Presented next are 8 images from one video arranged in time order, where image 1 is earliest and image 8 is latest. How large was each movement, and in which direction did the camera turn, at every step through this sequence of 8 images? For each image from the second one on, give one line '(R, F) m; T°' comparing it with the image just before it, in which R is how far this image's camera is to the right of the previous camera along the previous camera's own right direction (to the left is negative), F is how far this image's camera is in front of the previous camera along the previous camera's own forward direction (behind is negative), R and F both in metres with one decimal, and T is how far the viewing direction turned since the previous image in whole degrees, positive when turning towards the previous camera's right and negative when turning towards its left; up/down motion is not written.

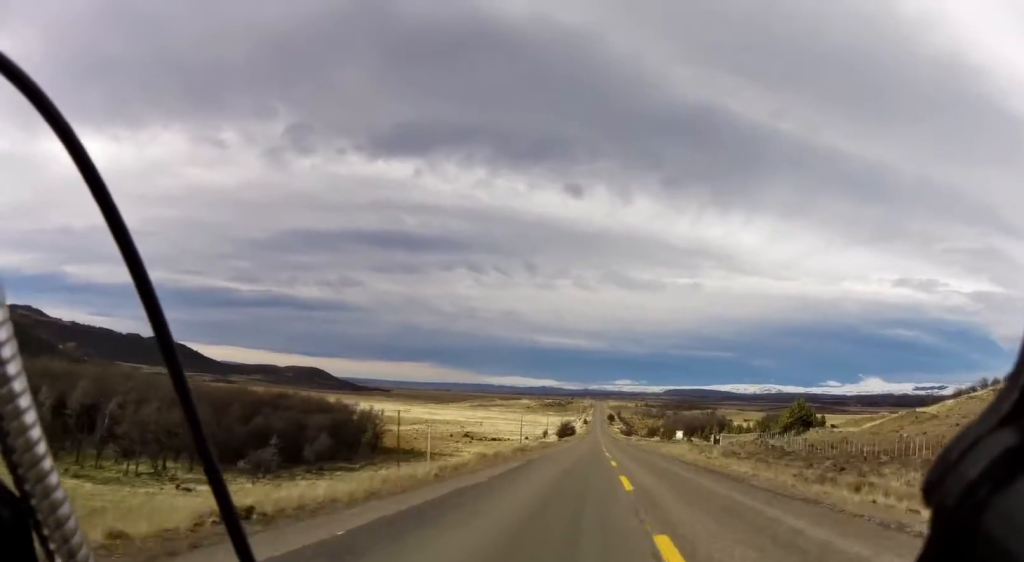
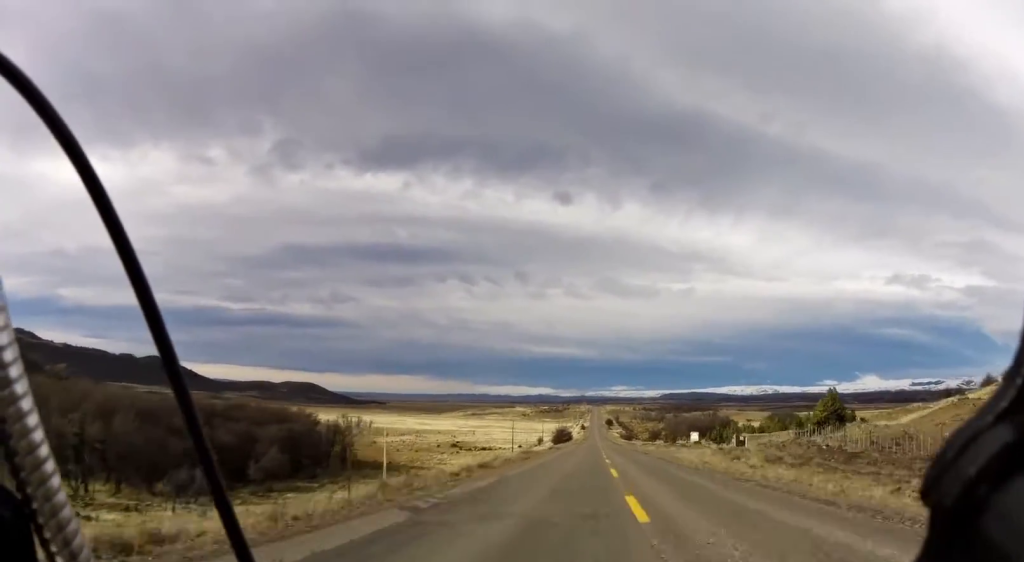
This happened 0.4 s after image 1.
(+0.5, +13.5) m; 0°
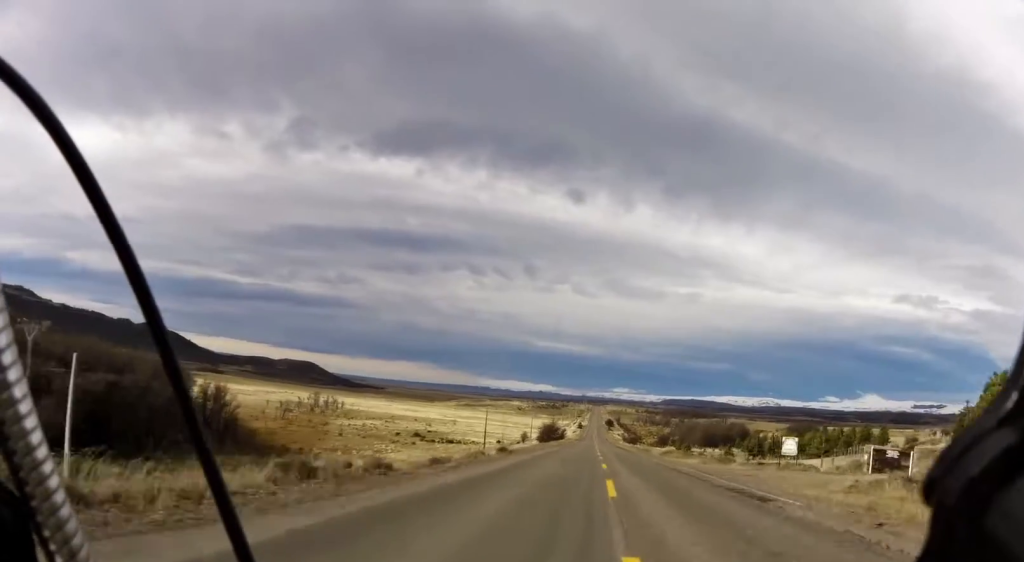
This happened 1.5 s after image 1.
(-1.1, +34.1) m; 0°
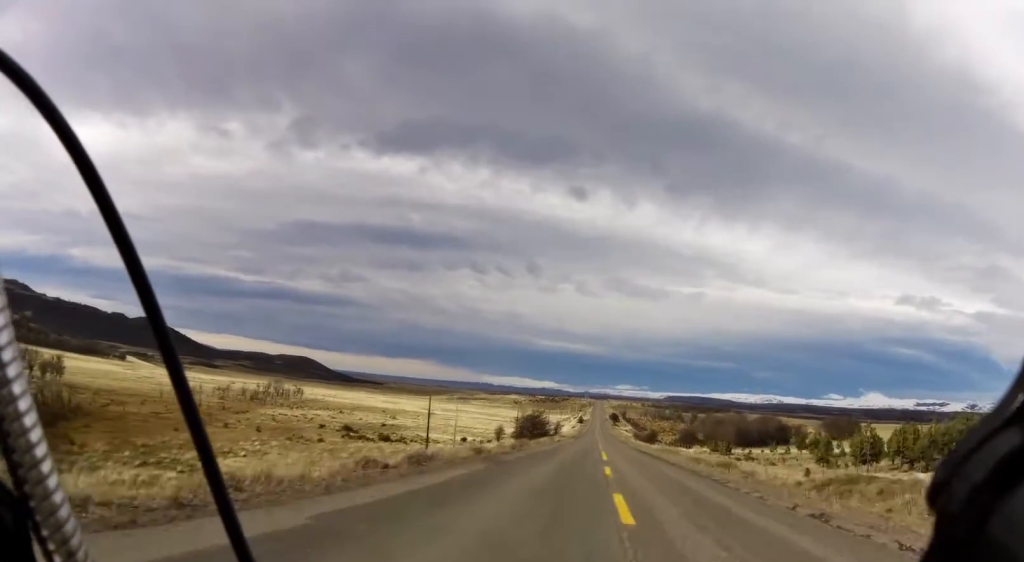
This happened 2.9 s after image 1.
(+0.8, +41.0) m; -1°
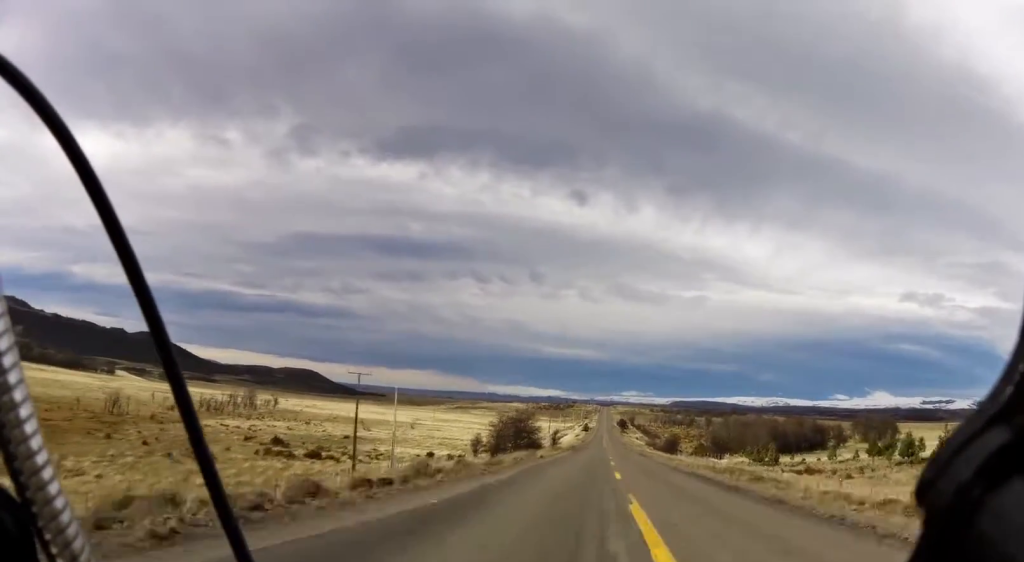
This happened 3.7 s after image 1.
(-0.7, +24.3) m; -2°
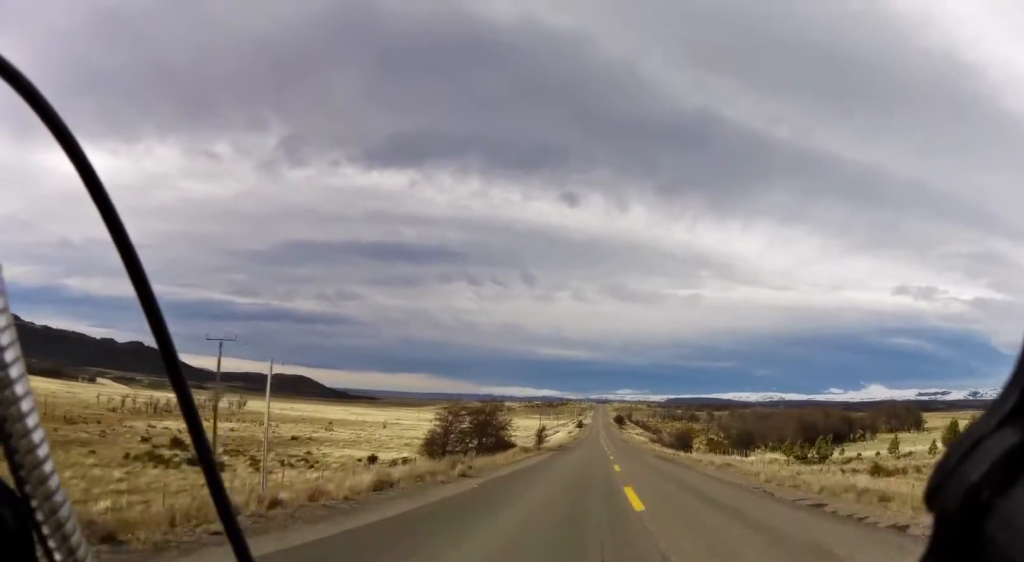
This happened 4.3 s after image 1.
(0.0, +19.1) m; 0°
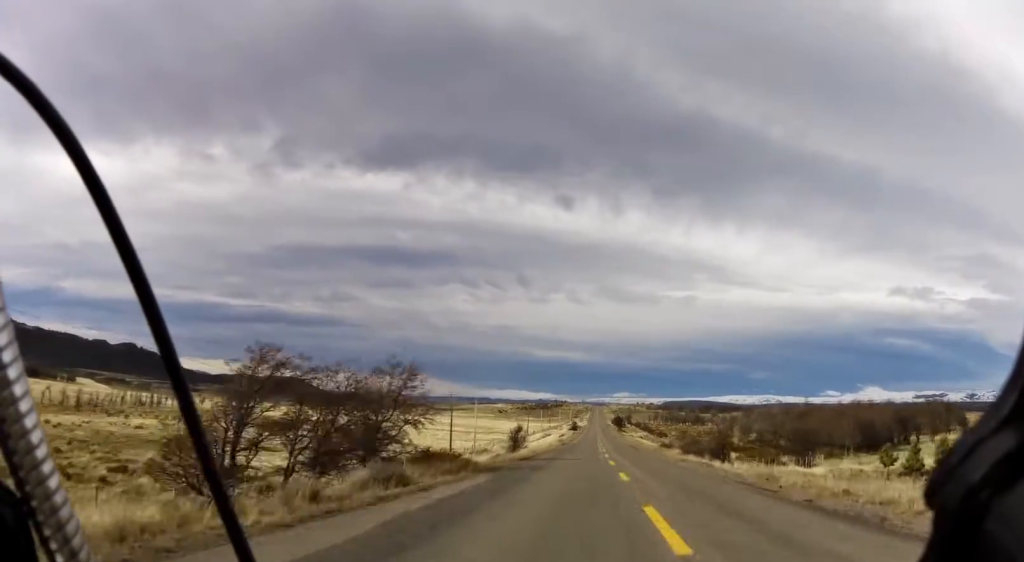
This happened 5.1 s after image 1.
(0.0, +24.1) m; +2°
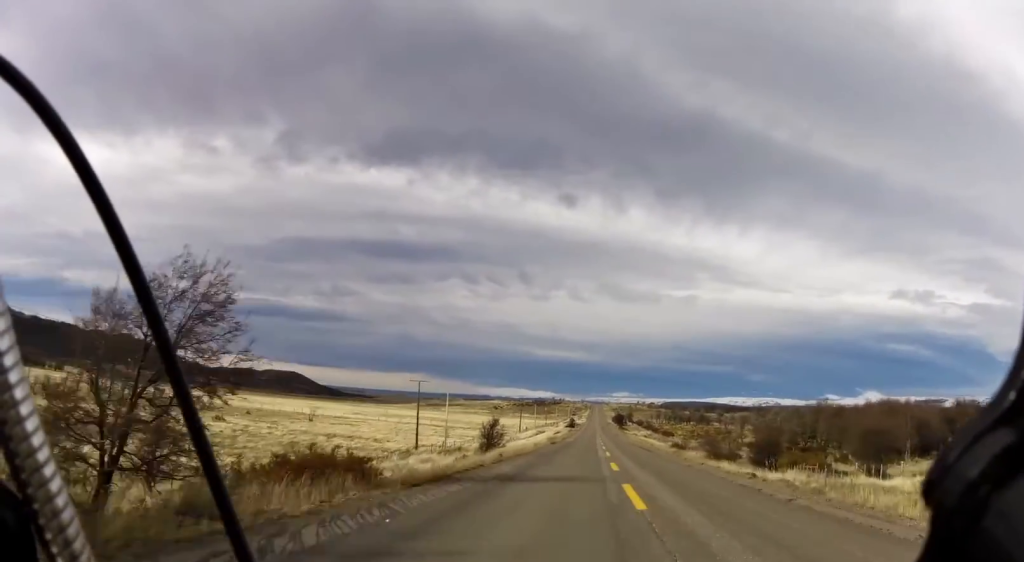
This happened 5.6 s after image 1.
(-0.3, +15.0) m; +2°
